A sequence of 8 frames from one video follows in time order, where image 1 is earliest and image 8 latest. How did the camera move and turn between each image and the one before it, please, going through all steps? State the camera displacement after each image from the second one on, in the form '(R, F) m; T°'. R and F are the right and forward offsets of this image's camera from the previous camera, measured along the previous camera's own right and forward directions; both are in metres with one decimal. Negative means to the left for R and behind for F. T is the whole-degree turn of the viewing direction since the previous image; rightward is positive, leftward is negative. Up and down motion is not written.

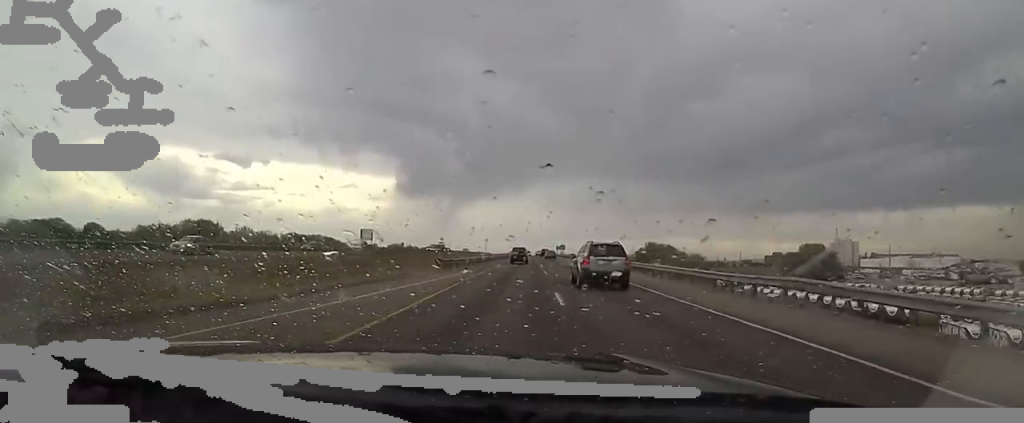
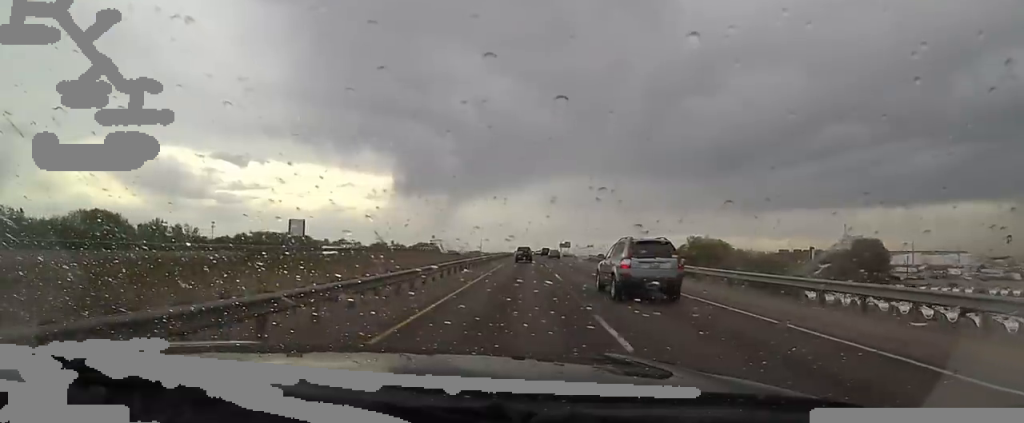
(0.0, +36.0) m; 0°
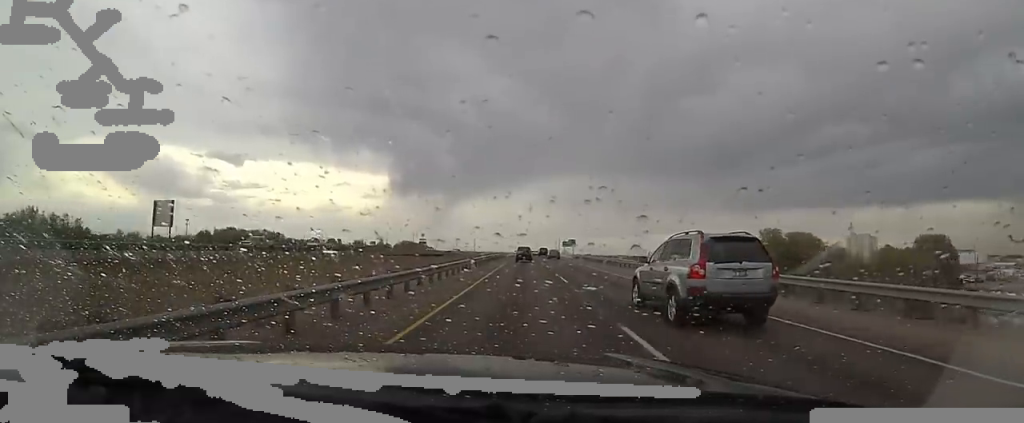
(0.0, +32.5) m; 0°
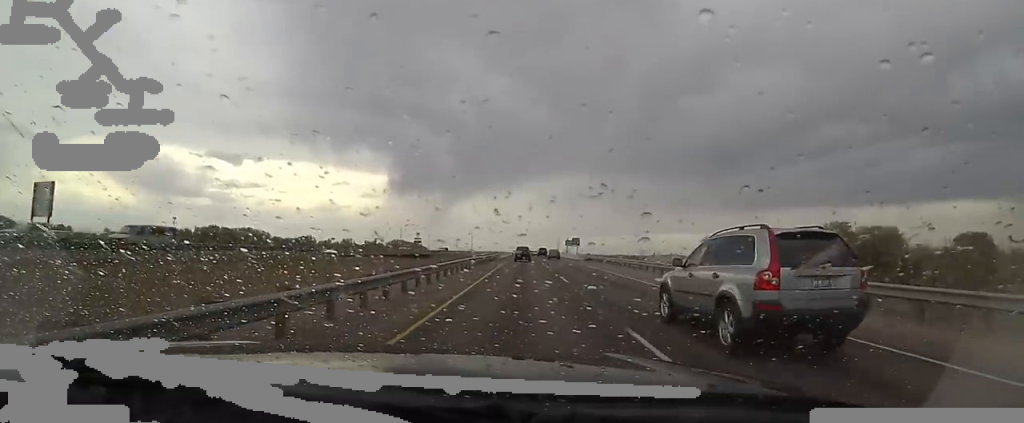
(0.0, +15.8) m; 0°
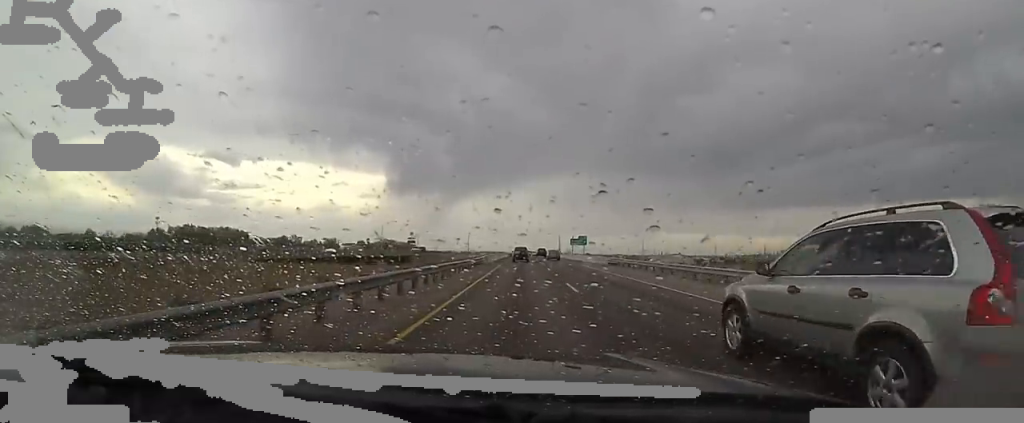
(0.0, +19.8) m; 0°
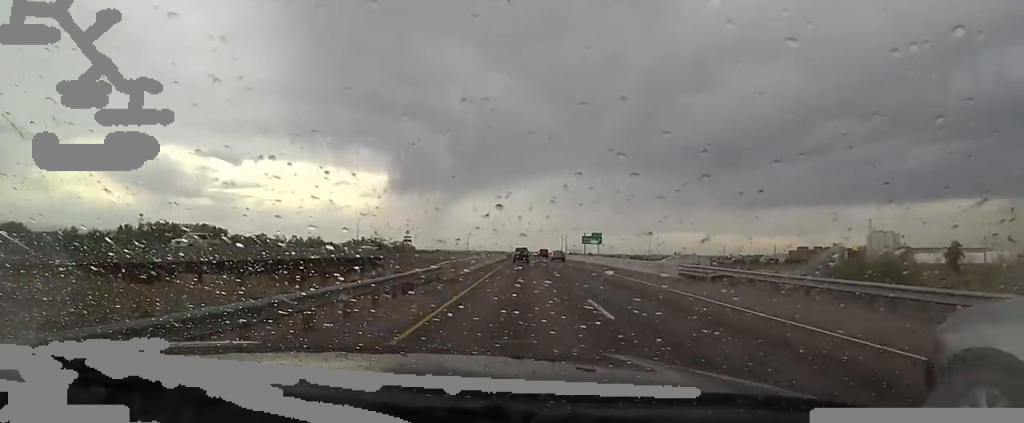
(-0.1, +21.7) m; 0°
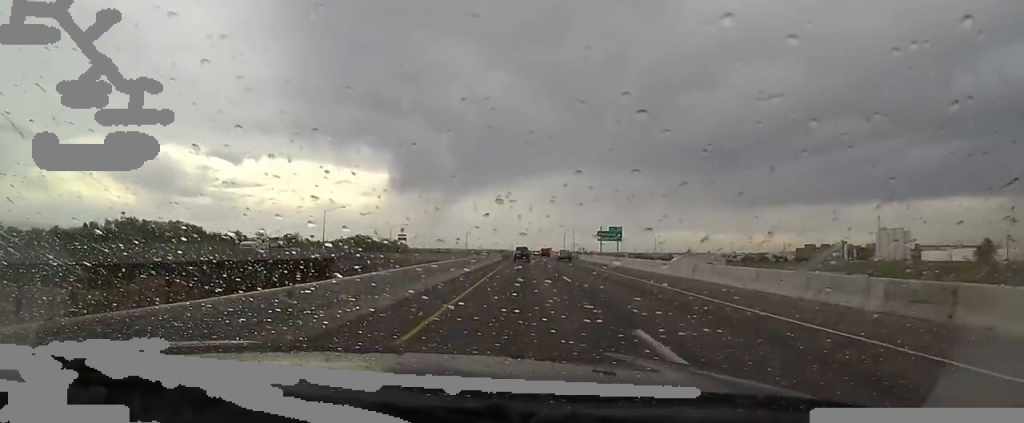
(0.0, +20.5) m; 0°
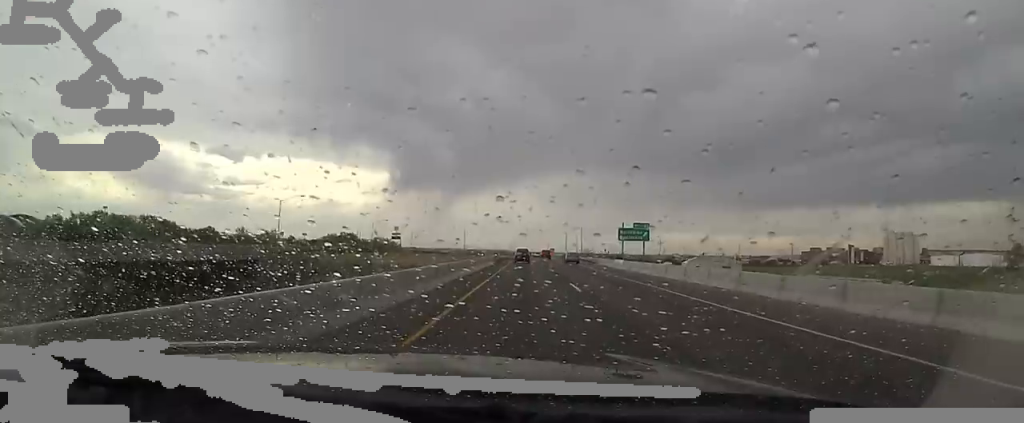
(+0.2, +18.1) m; 0°
